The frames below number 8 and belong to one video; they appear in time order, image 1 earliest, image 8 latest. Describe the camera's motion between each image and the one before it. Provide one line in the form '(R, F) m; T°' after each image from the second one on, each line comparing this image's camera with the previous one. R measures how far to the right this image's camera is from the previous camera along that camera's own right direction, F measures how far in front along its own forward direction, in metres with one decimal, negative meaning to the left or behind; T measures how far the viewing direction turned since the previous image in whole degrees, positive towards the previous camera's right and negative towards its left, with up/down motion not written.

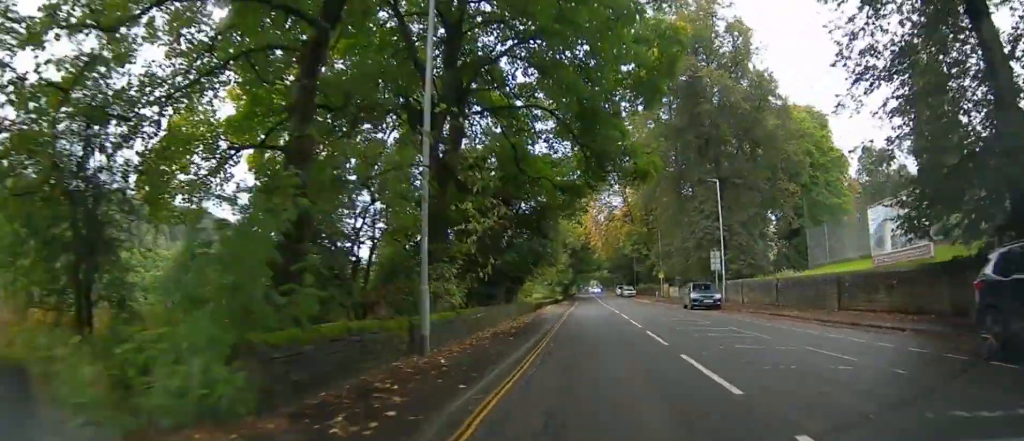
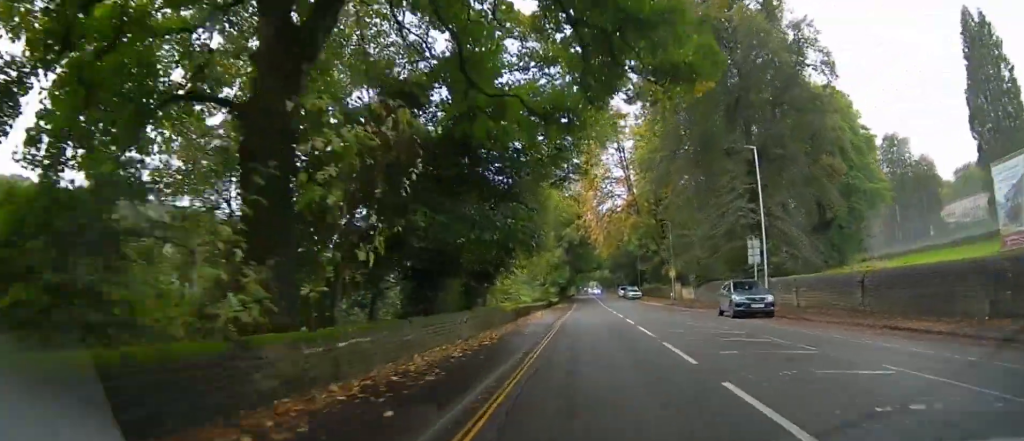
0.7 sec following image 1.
(0.0, +8.8) m; +1°
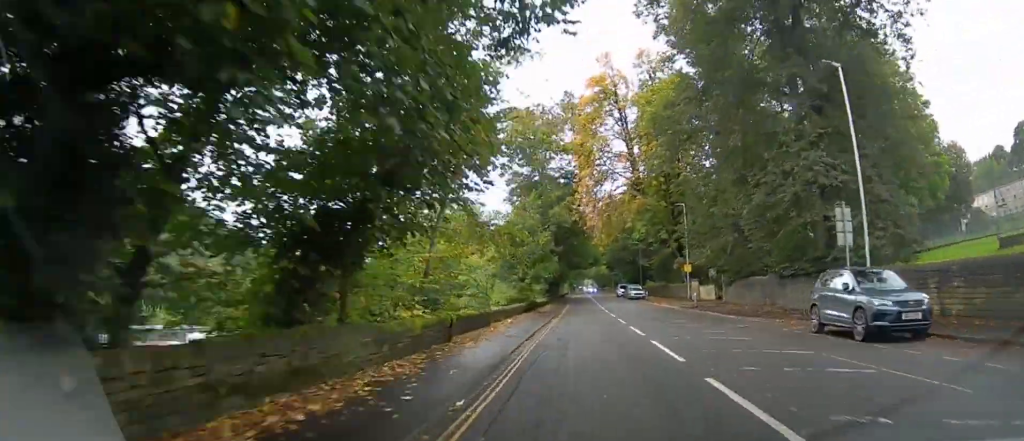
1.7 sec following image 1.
(+0.1, +11.5) m; +1°
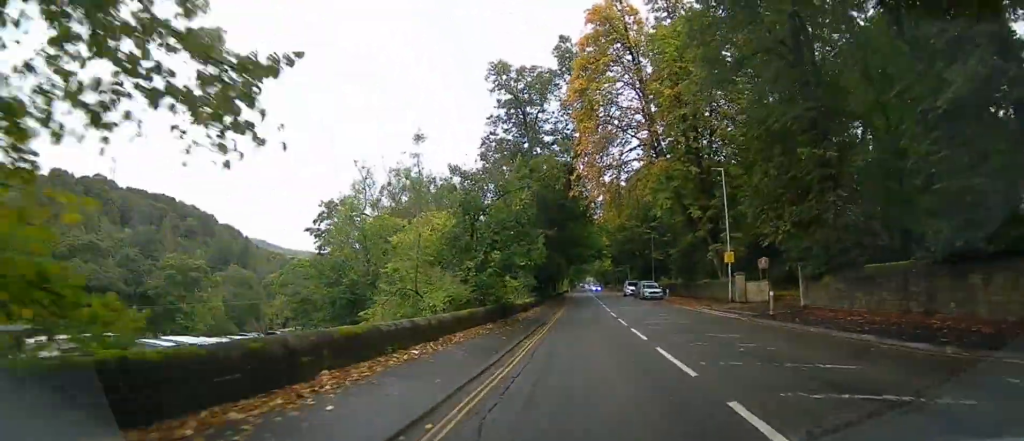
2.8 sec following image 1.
(0.0, +13.1) m; 0°
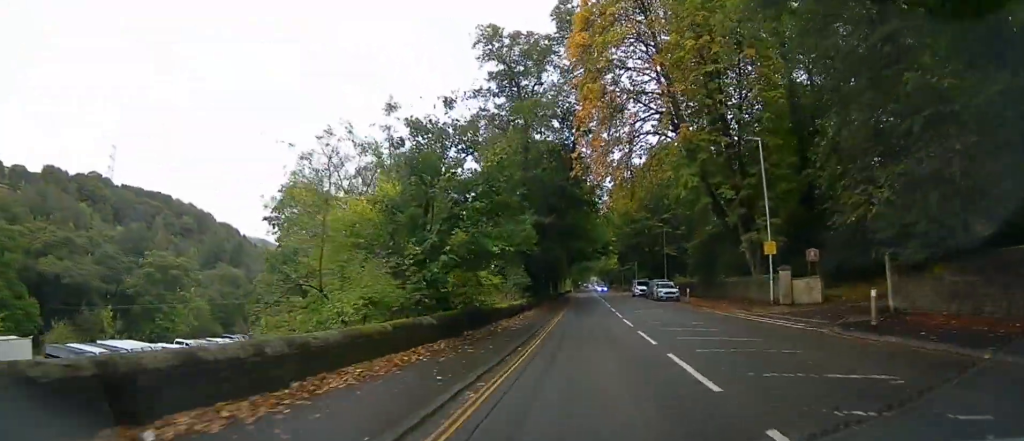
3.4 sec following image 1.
(+0.1, +7.3) m; 0°
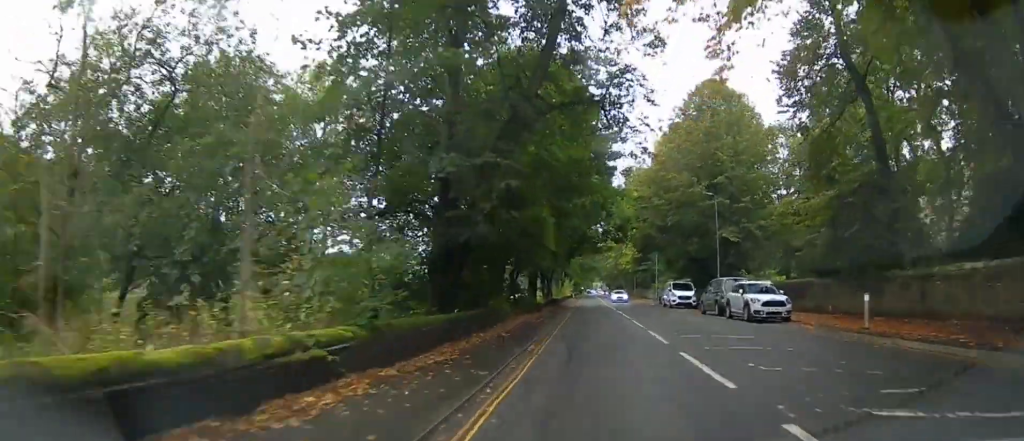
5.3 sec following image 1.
(-0.3, +23.3) m; -1°
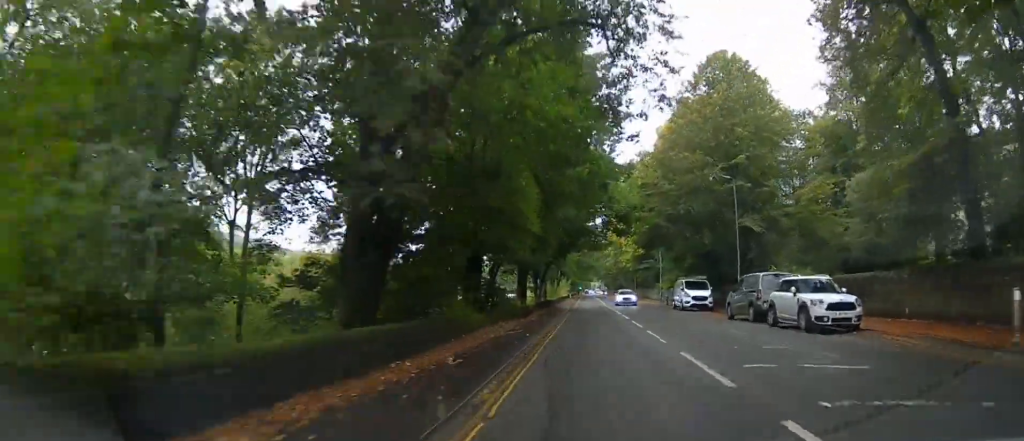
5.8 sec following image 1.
(0.0, +5.8) m; 0°
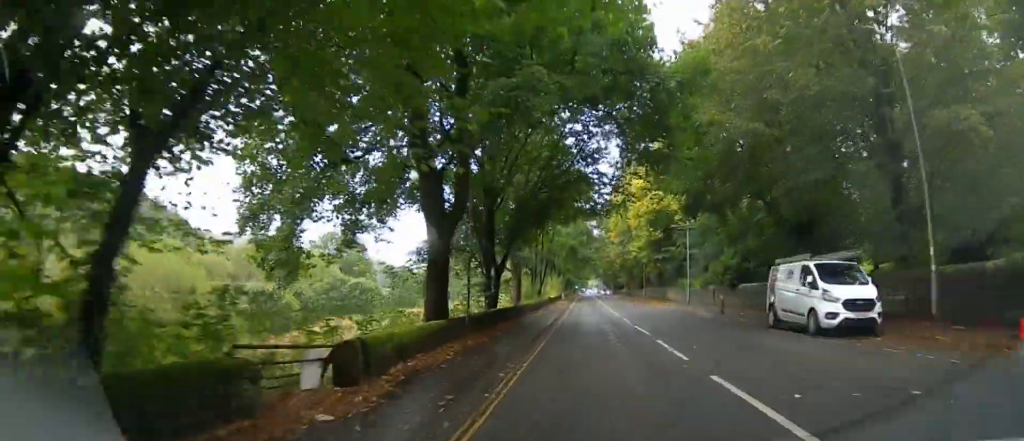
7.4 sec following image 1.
(+0.3, +20.7) m; 0°
